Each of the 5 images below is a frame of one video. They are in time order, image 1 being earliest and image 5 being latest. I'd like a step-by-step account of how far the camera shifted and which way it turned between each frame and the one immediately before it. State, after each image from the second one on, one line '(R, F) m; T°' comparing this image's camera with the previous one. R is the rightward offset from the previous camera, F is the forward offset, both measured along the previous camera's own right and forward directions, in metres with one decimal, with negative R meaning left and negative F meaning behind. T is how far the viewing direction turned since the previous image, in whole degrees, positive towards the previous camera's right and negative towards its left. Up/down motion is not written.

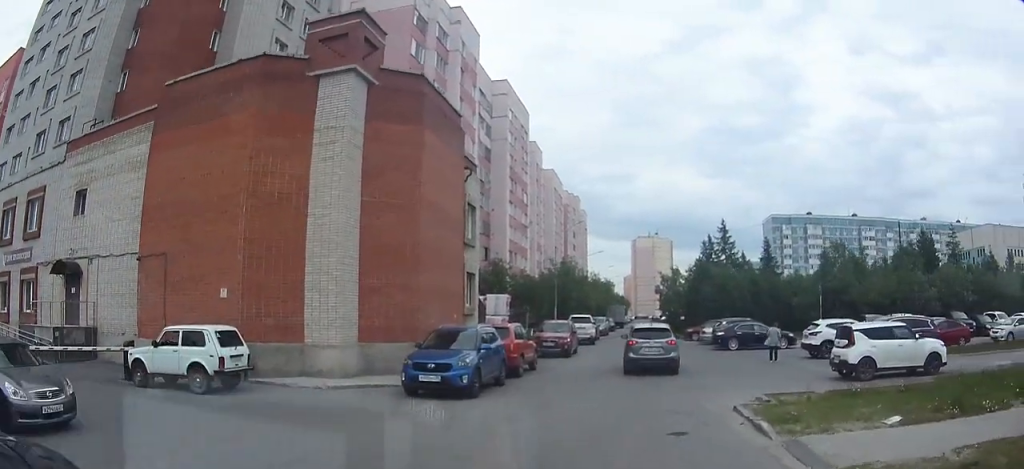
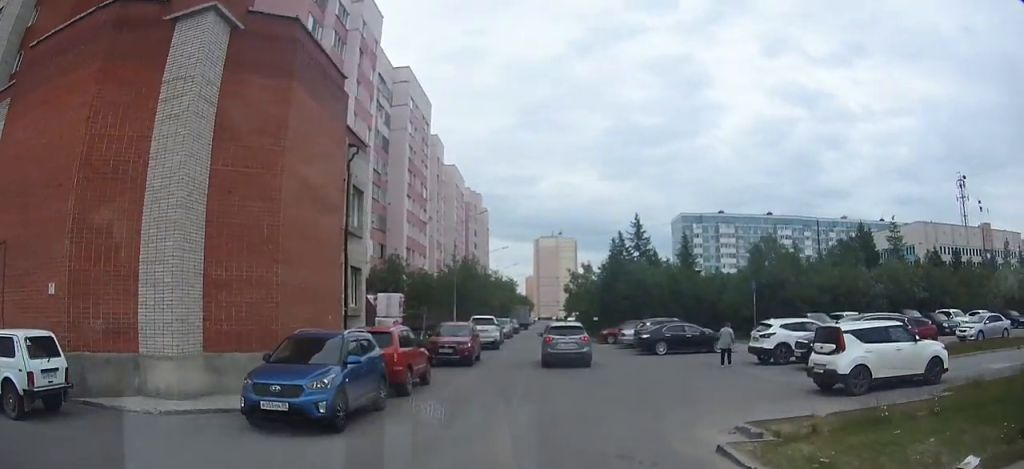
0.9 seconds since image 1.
(+0.5, +4.4) m; +9°
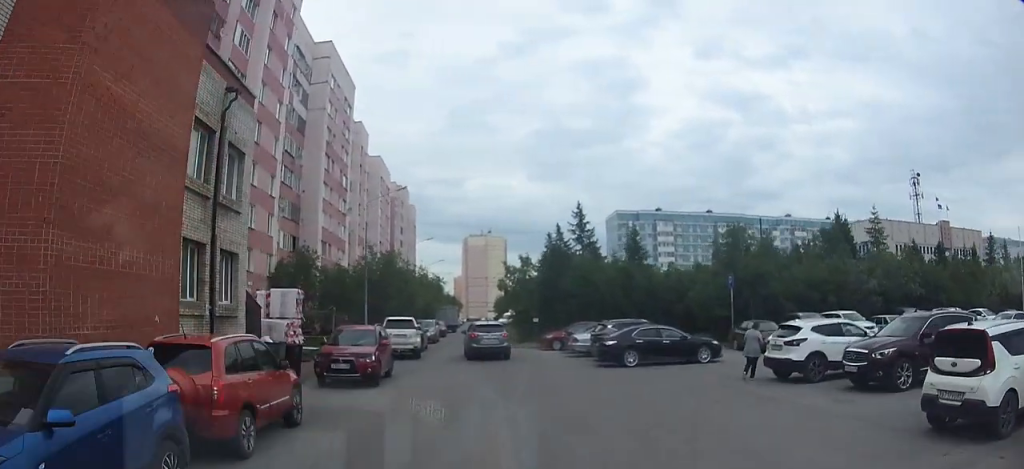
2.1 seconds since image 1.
(+0.4, +6.7) m; +4°
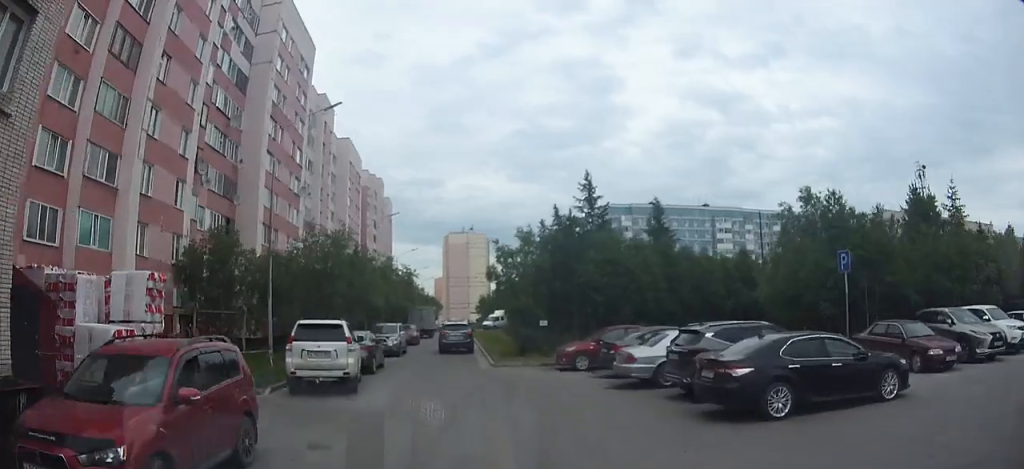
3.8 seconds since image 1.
(-0.1, +11.5) m; -1°
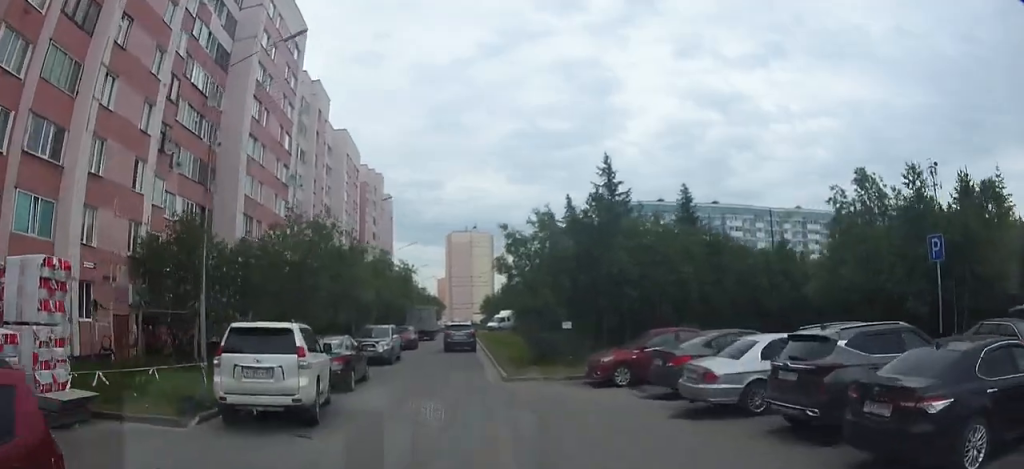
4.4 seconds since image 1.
(0.0, +5.1) m; 0°
